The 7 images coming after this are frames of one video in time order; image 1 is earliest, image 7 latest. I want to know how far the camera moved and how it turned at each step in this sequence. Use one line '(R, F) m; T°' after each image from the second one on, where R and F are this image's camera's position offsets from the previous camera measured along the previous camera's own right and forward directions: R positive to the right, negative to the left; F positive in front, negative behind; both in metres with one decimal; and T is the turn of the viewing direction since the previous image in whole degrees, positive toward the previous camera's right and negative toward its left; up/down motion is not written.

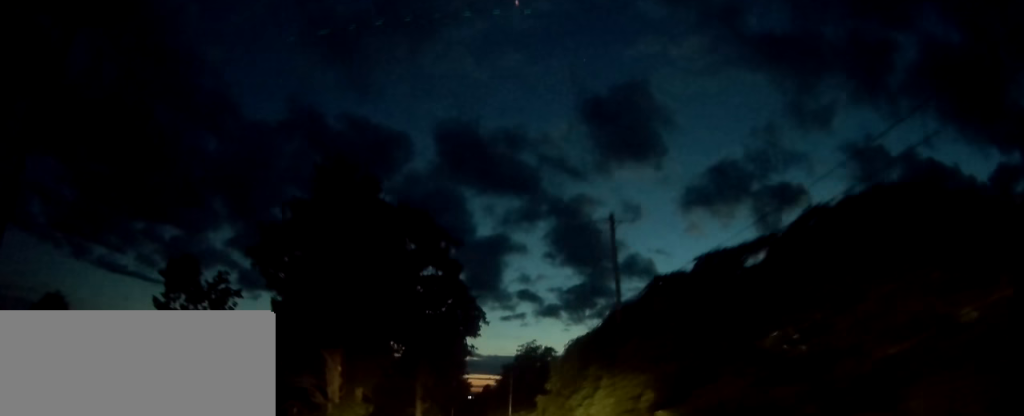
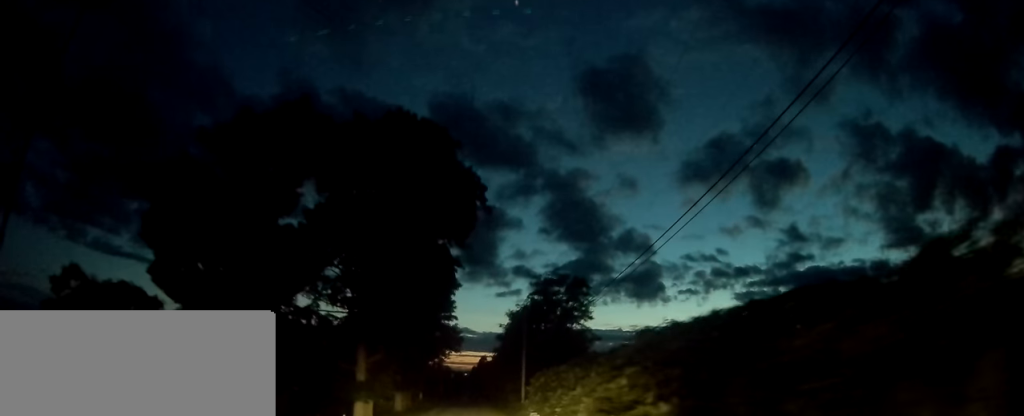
(-0.7, +38.7) m; -1°
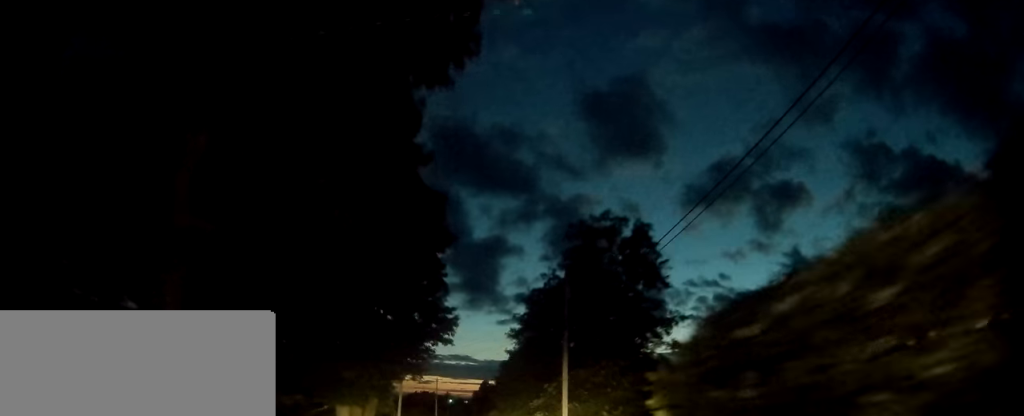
(+0.5, +28.6) m; 0°
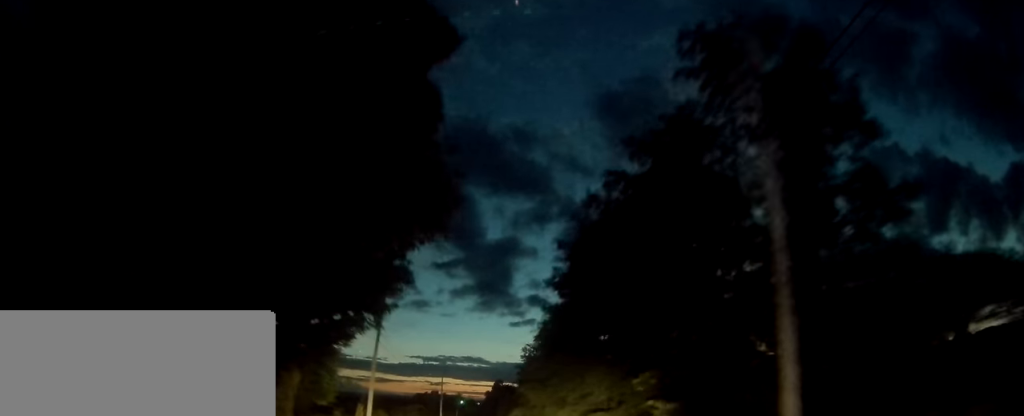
(-0.5, +25.2) m; -1°
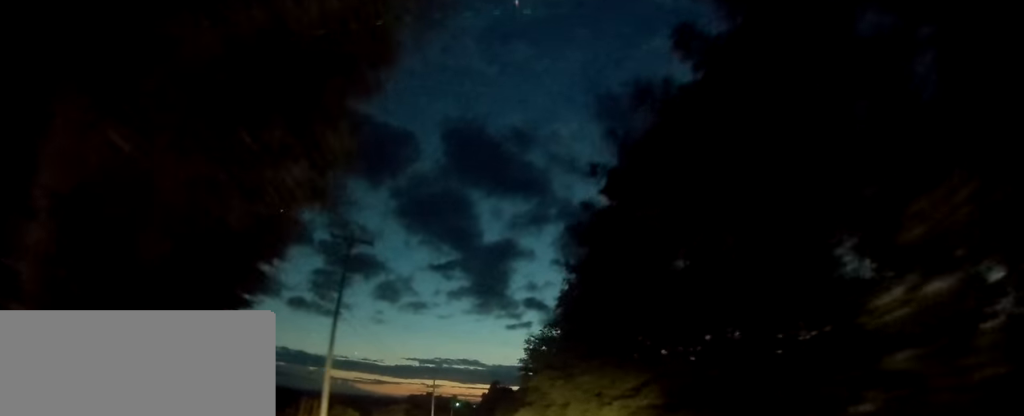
(-0.1, +11.5) m; 0°
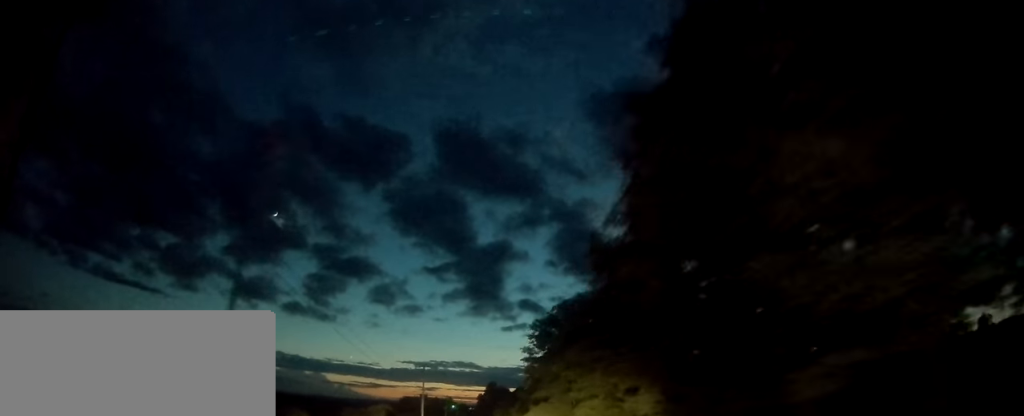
(+0.1, +12.3) m; 0°
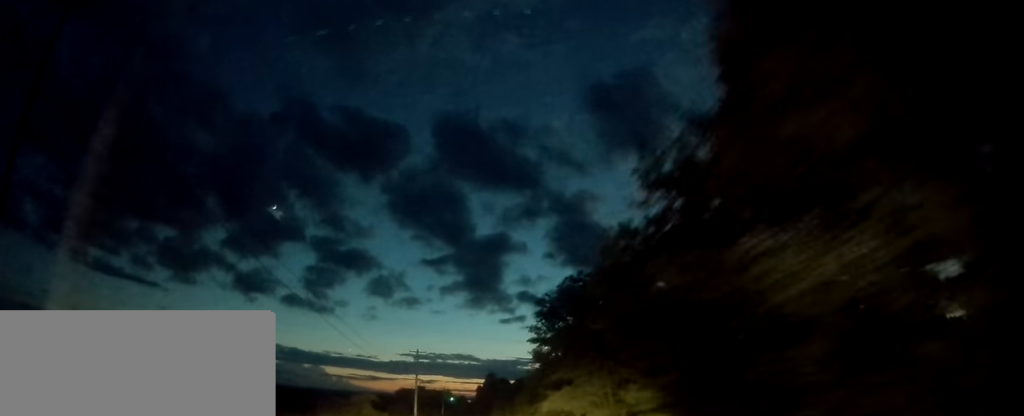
(0.0, +8.5) m; 0°
